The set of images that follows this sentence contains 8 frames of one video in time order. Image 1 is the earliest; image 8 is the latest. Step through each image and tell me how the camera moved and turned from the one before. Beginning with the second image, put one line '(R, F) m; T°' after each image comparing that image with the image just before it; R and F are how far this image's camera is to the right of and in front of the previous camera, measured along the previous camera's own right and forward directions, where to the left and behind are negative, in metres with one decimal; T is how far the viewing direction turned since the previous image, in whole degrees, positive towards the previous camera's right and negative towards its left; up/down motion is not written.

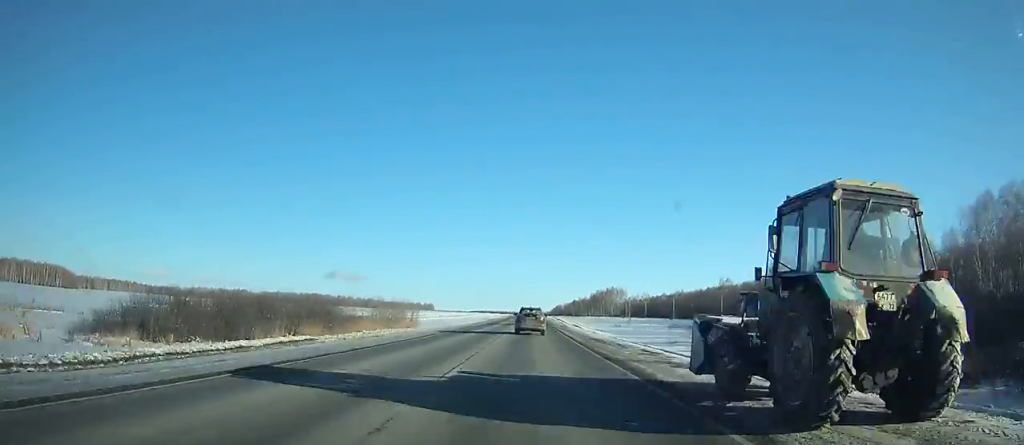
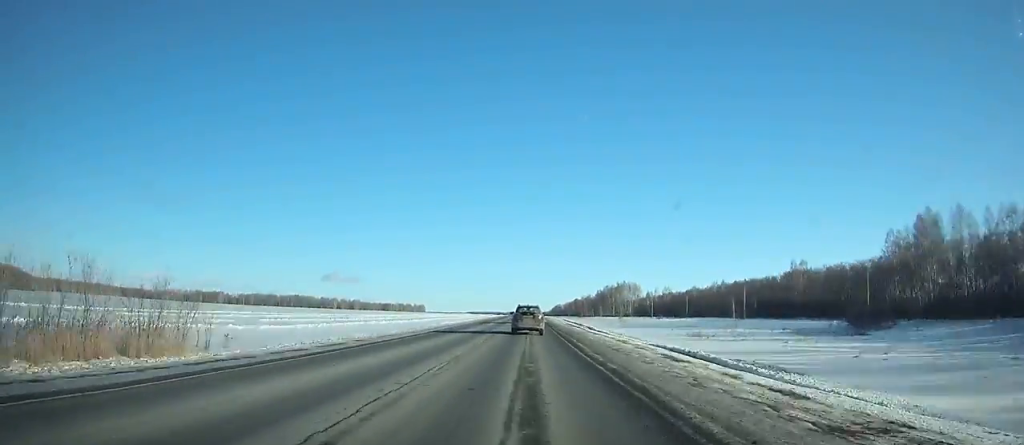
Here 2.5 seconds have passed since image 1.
(+0.1, +68.2) m; 0°
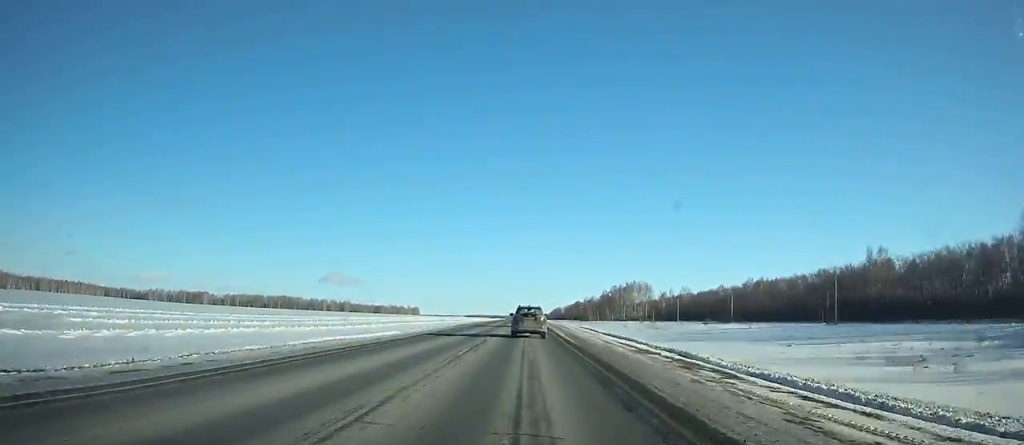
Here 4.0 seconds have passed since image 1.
(+0.1, +40.8) m; 0°
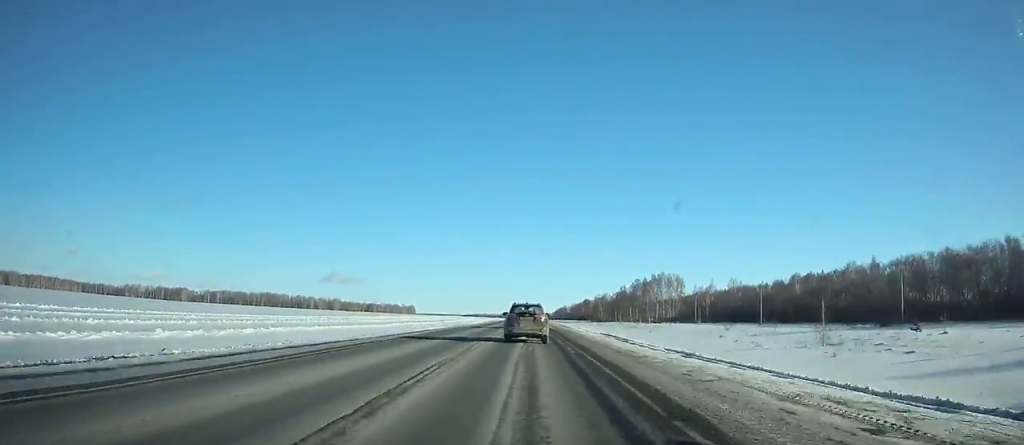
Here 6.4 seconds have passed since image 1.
(-0.2, +63.0) m; 0°
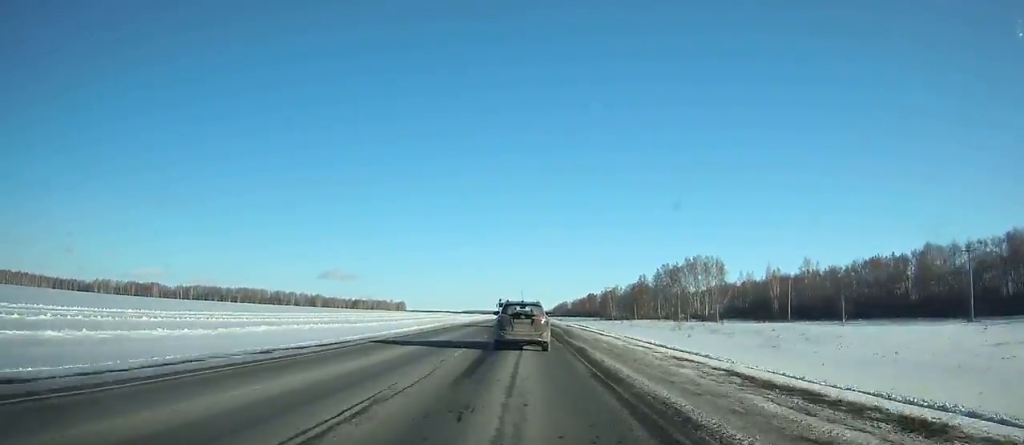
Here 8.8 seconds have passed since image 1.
(-0.1, +63.7) m; 0°
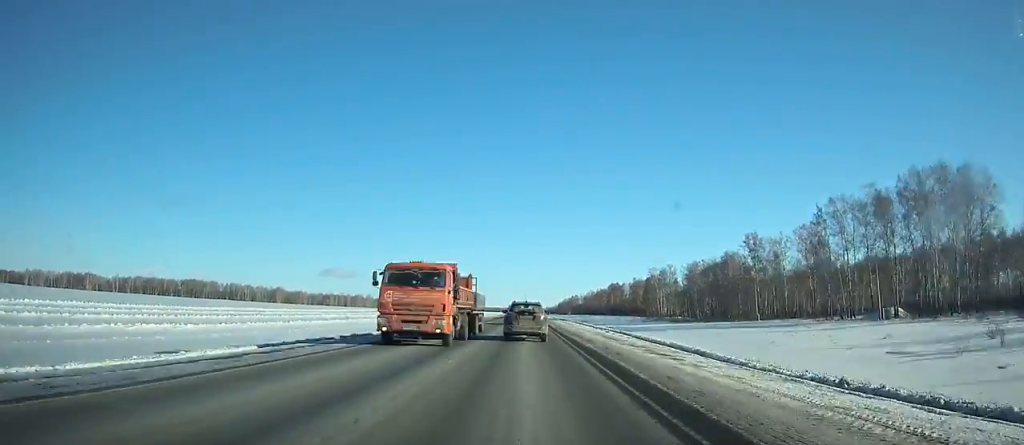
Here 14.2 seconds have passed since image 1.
(-0.2, +144.7) m; 0°
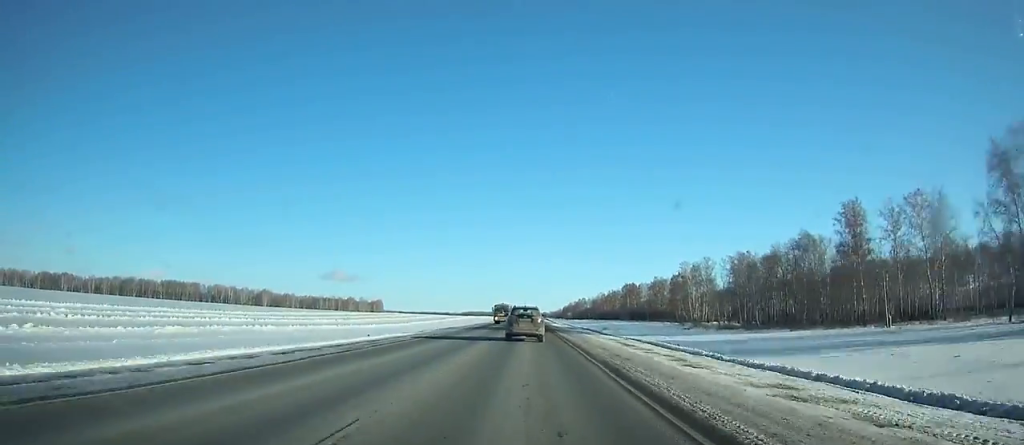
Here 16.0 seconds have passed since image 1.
(0.0, +46.9) m; 0°
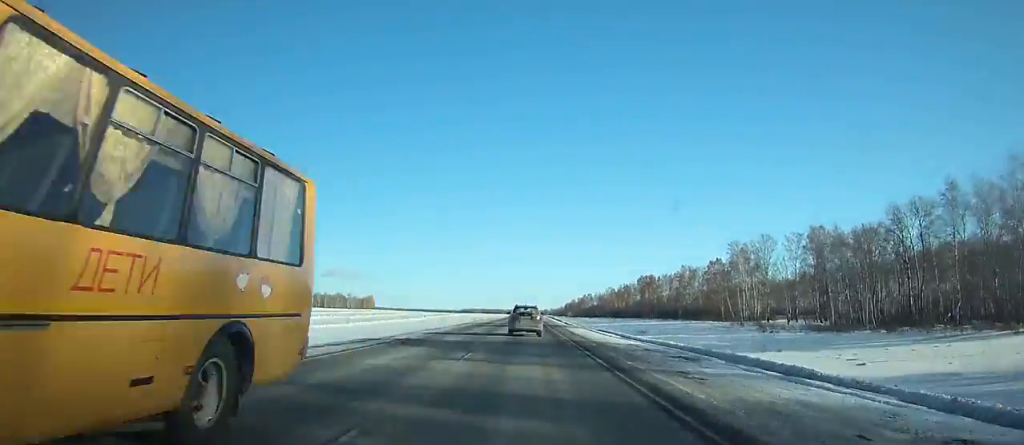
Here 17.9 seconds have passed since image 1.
(-0.1, +47.5) m; 0°
